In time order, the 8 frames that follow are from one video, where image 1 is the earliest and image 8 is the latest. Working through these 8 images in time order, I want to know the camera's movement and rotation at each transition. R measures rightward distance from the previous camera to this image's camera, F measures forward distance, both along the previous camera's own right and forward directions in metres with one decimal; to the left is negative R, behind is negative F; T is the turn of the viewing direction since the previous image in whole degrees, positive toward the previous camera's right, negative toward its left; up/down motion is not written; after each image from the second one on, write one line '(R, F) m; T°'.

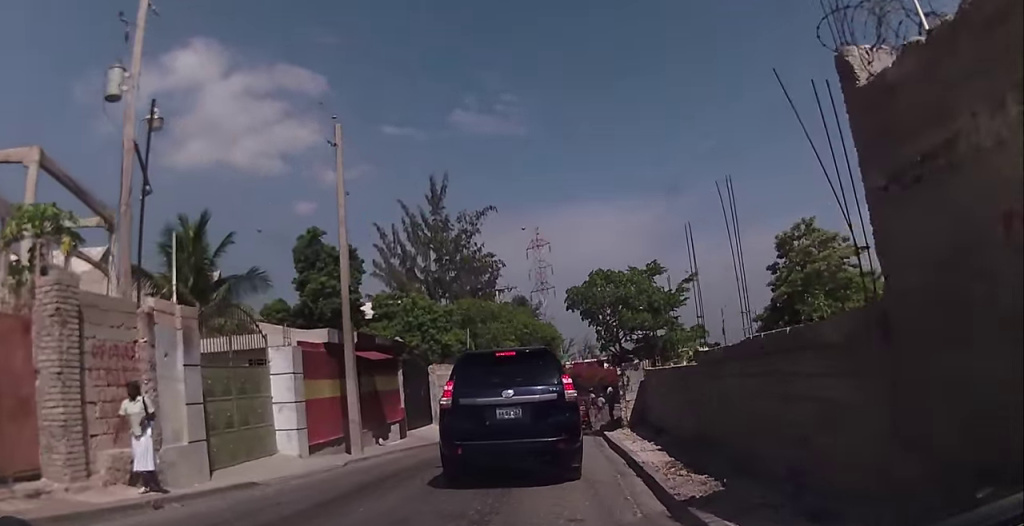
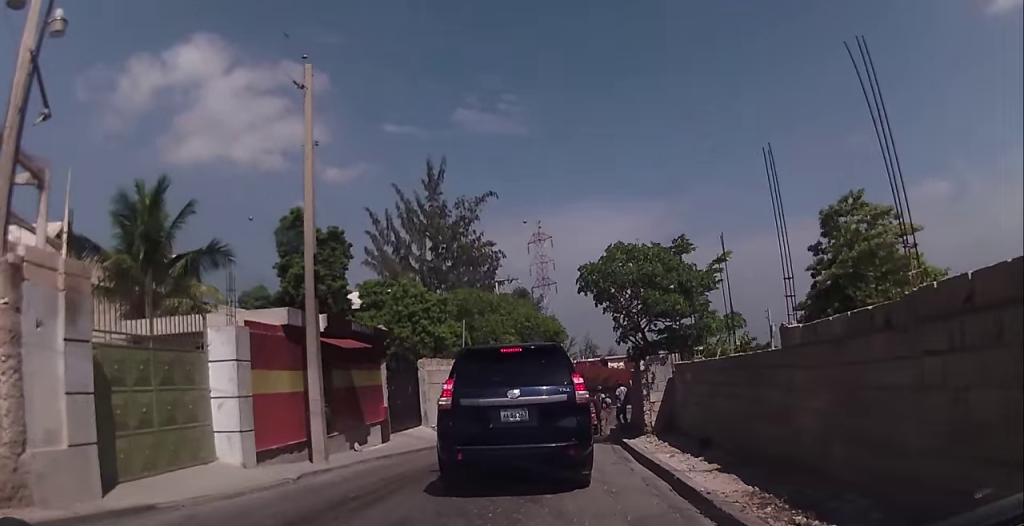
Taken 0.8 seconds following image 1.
(+0.3, +3.5) m; 0°
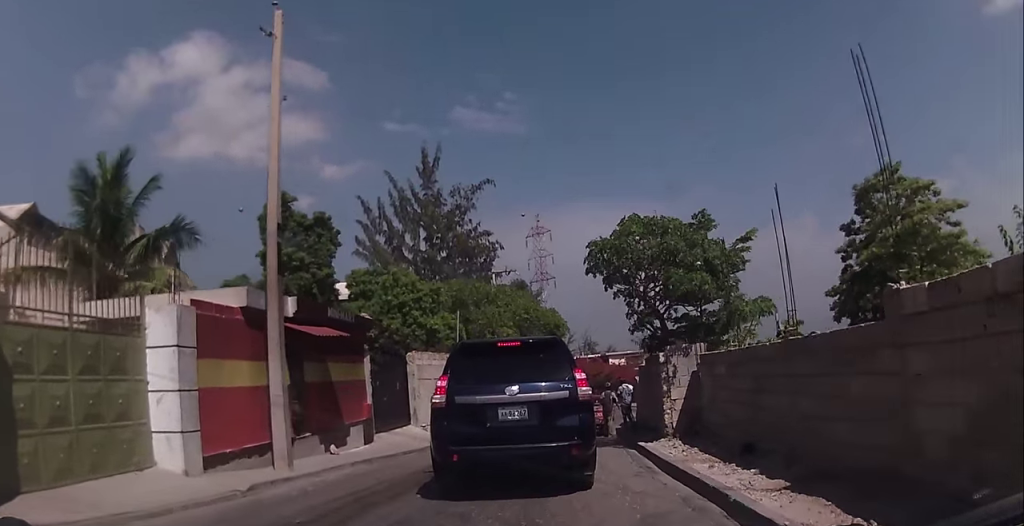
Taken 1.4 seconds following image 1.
(-0.2, +2.2) m; -3°
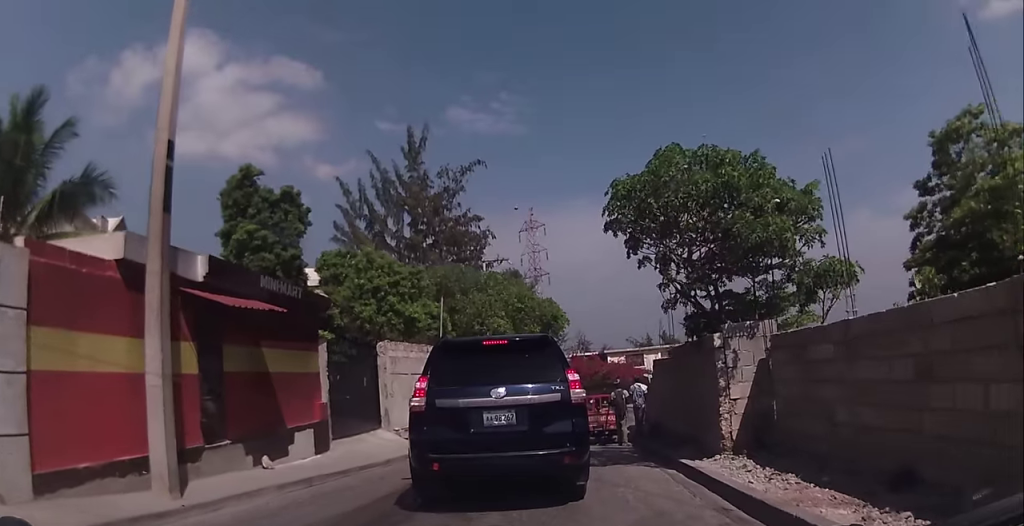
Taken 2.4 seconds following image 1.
(-0.2, +4.0) m; -2°
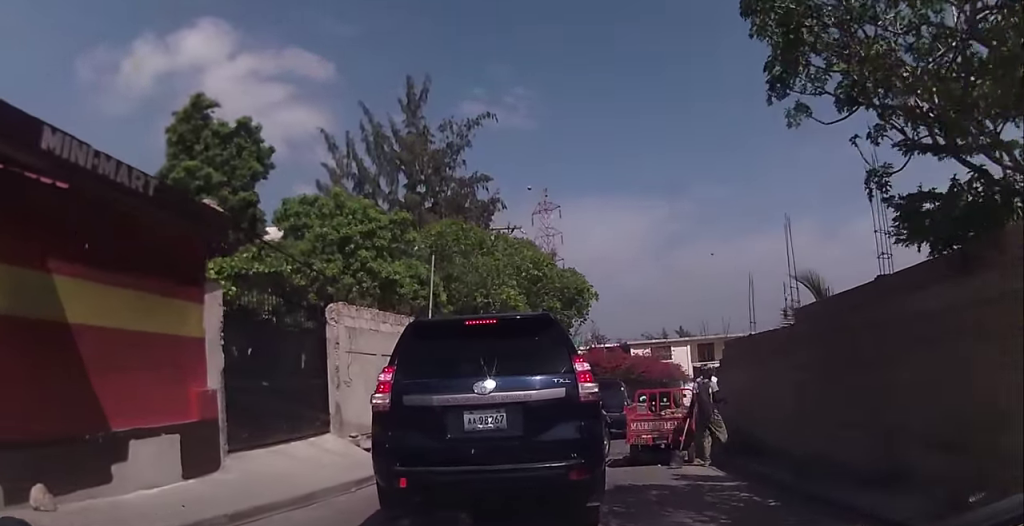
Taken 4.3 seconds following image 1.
(+0.3, +6.6) m; +7°
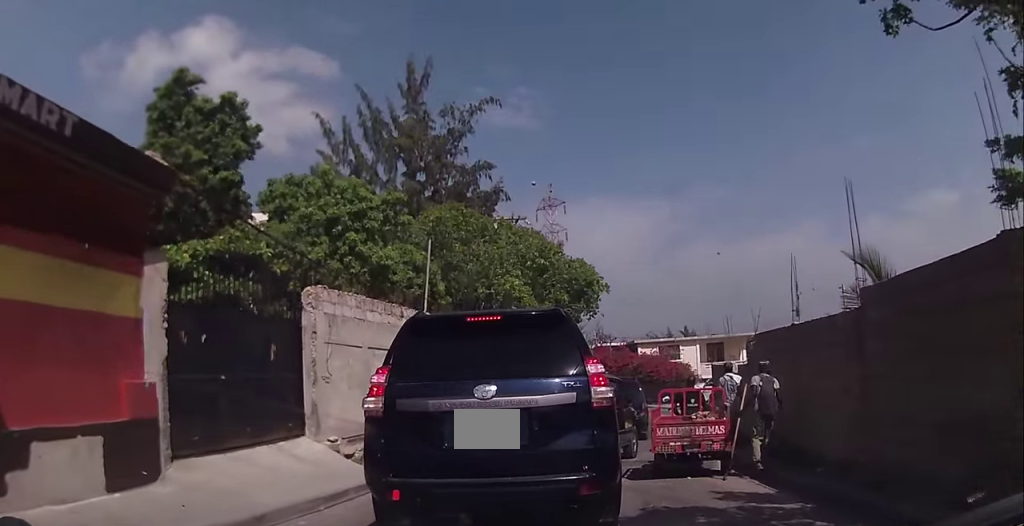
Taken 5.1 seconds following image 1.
(+0.1, +2.1) m; 0°
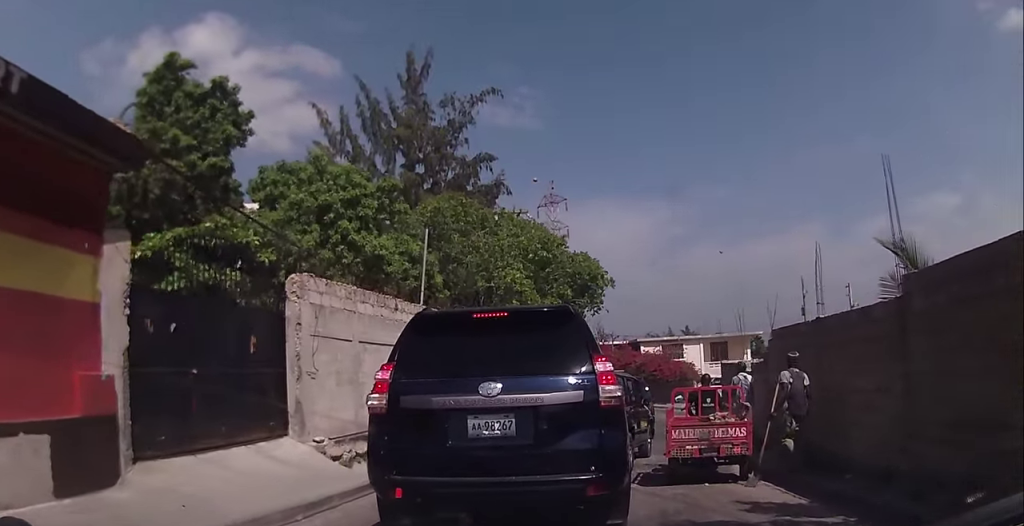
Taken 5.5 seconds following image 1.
(0.0, +1.0) m; -4°
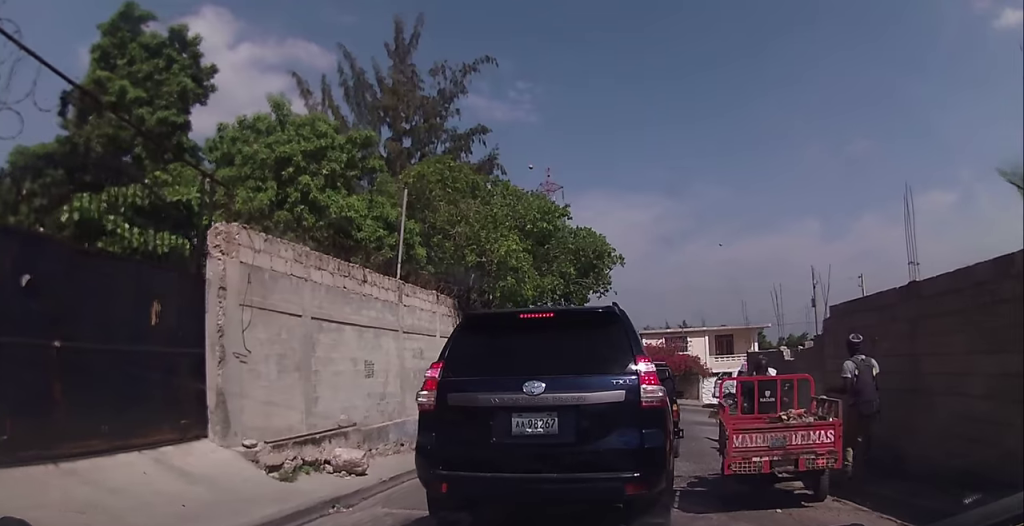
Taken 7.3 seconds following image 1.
(-0.2, +3.1) m; +3°
